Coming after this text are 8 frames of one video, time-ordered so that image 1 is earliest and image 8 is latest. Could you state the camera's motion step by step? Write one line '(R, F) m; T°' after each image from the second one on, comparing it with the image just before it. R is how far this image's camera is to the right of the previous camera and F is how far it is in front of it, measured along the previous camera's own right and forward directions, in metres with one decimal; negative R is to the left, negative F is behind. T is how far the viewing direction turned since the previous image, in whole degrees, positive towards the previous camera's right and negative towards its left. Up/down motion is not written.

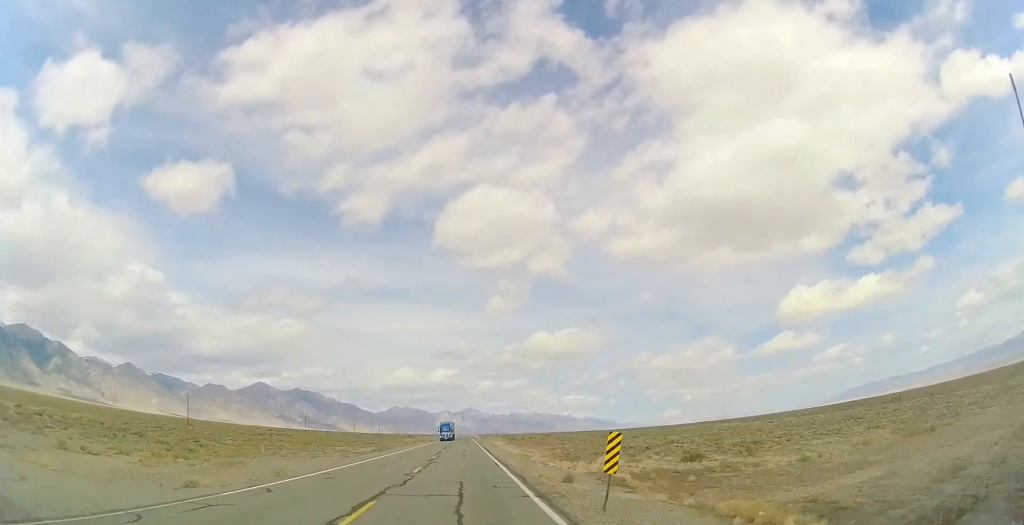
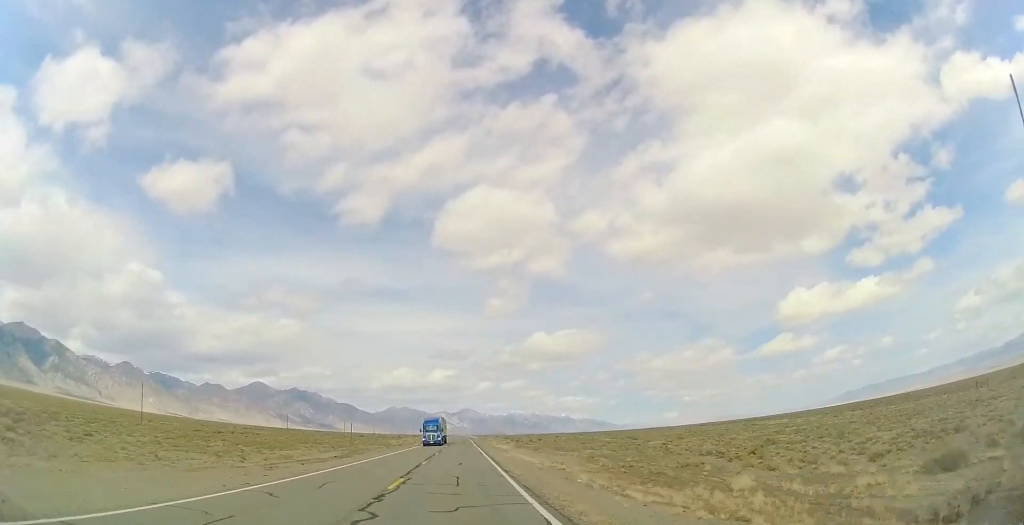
(0.0, +18.1) m; 0°
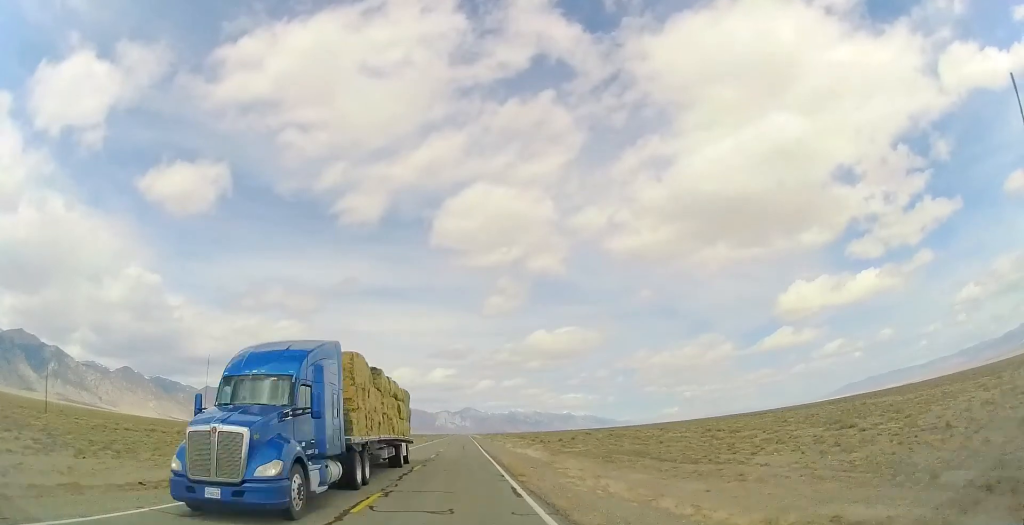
(0.0, +28.9) m; +1°
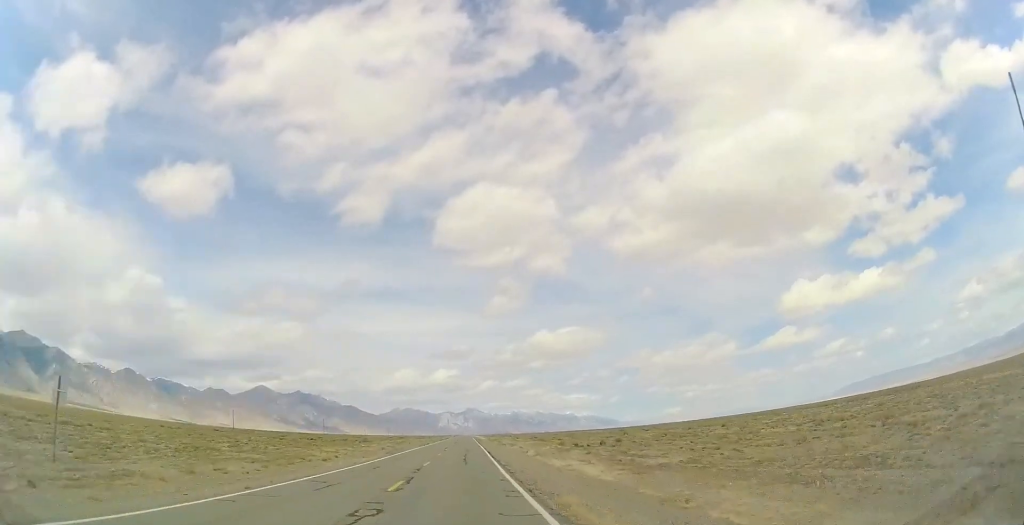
(+0.3, +19.8) m; 0°
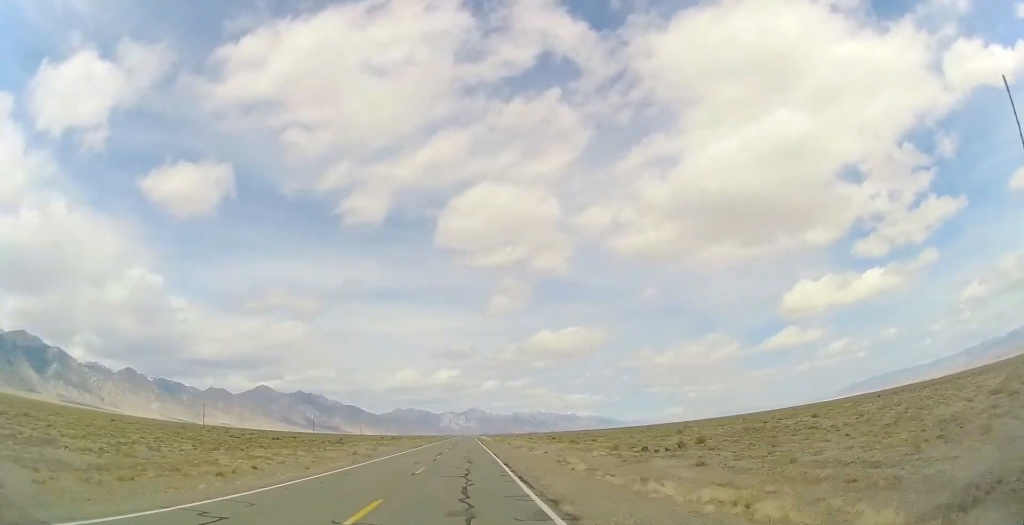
(0.0, +17.8) m; 0°
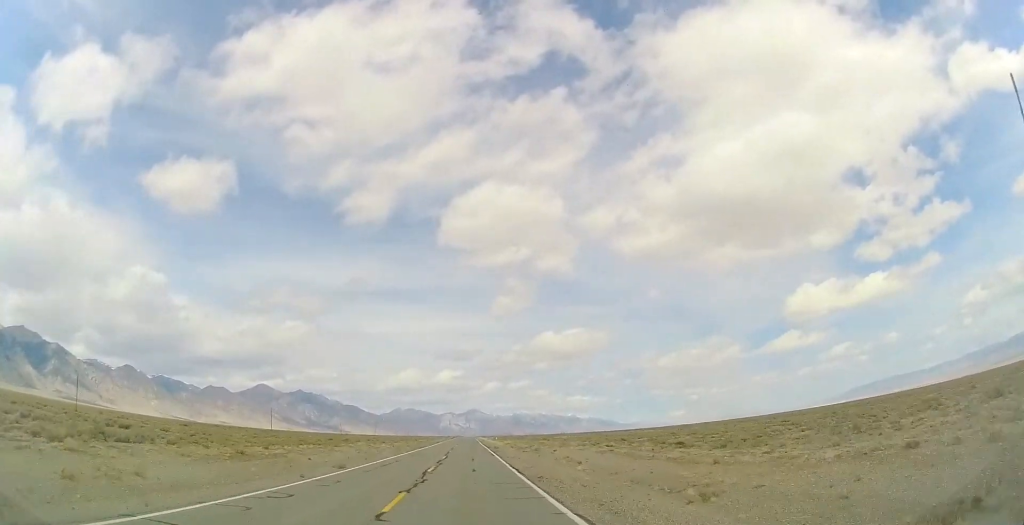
(-0.5, +46.5) m; -1°
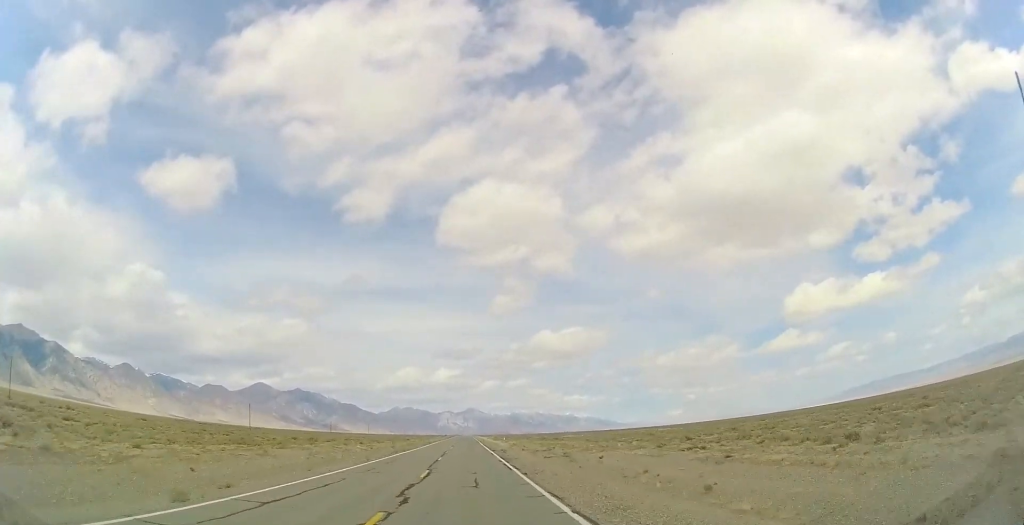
(0.0, +15.9) m; 0°
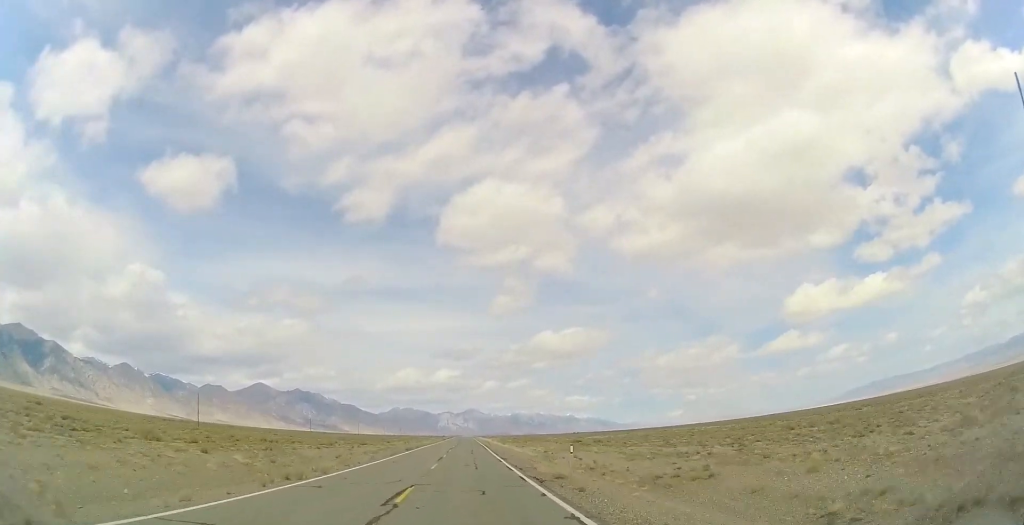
(0.0, +30.9) m; 0°
